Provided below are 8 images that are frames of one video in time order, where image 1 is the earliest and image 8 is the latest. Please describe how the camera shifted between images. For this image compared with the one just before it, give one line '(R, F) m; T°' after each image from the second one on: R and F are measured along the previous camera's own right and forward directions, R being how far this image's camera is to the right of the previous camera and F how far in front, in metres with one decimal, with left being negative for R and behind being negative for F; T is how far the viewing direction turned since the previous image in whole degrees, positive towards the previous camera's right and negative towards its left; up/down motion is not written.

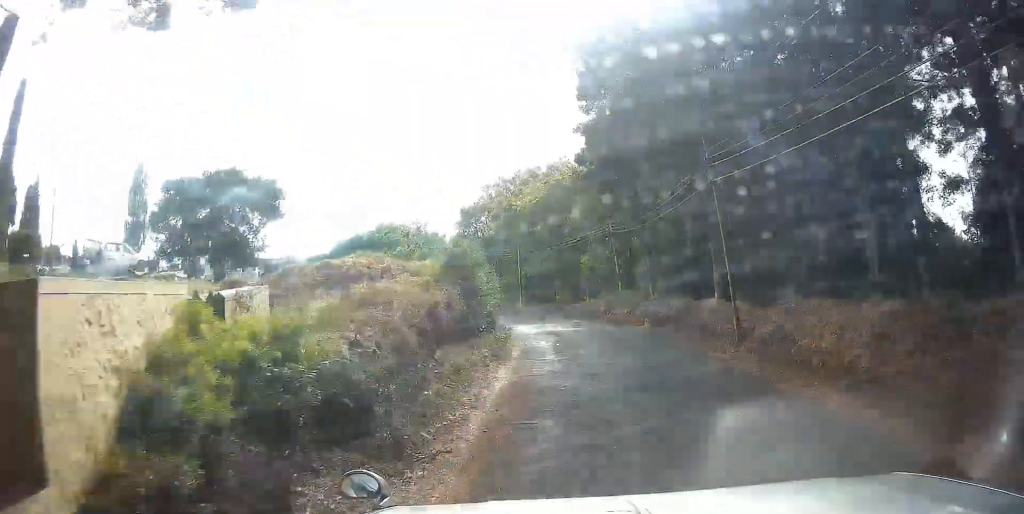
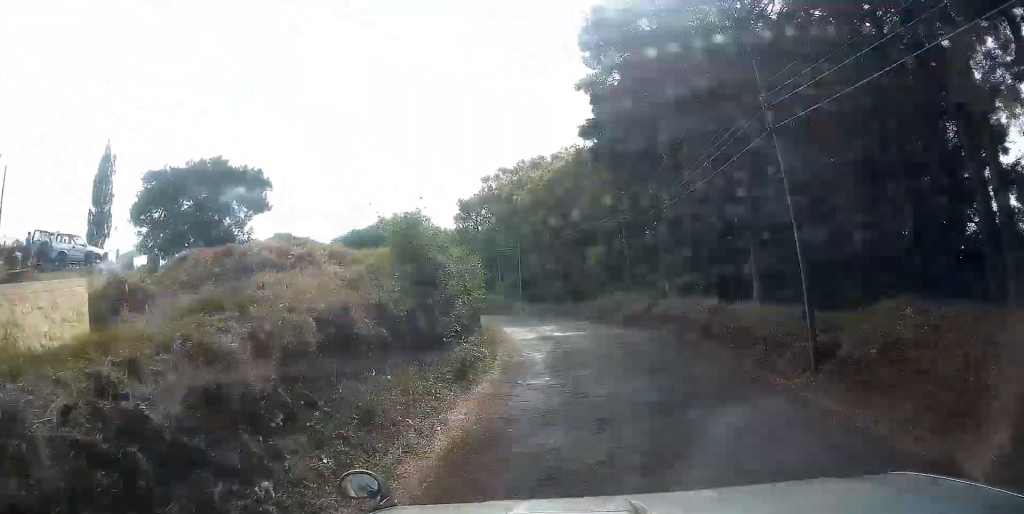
(0.0, +4.2) m; 0°
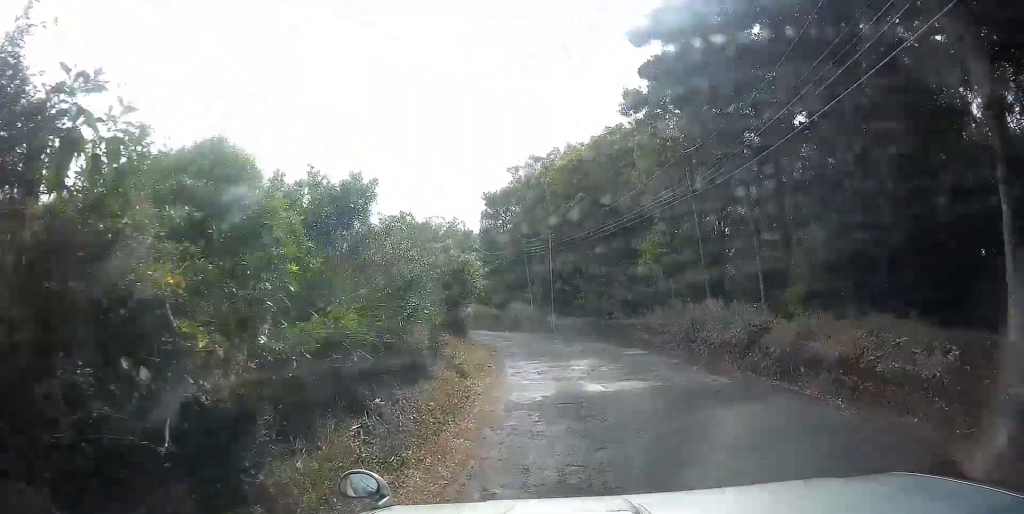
(-0.3, +9.6) m; -4°
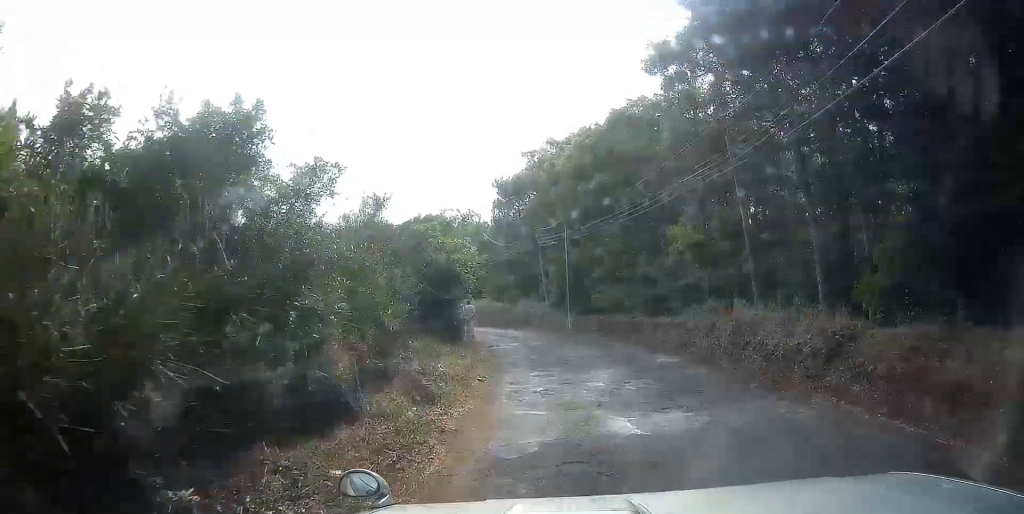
(-0.1, +3.4) m; -1°
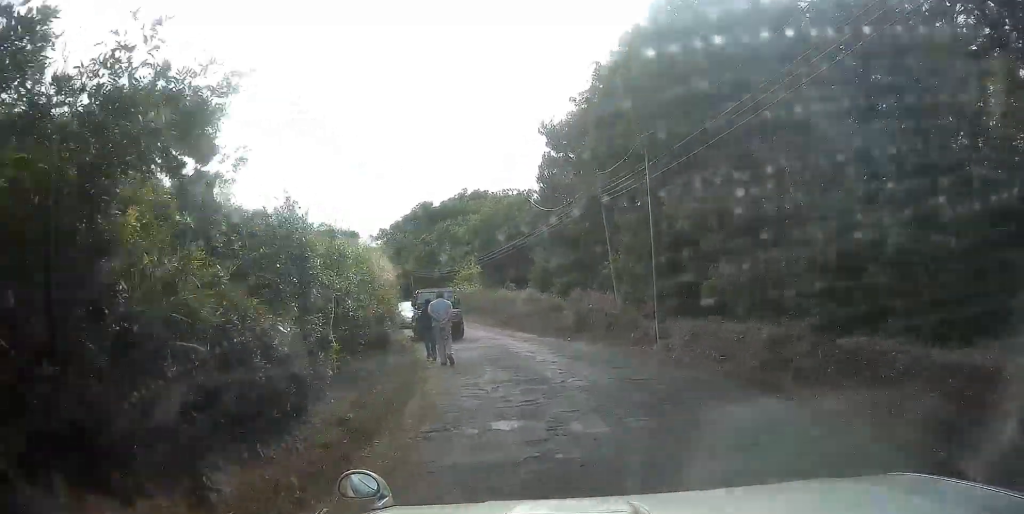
(-0.7, +13.8) m; -8°
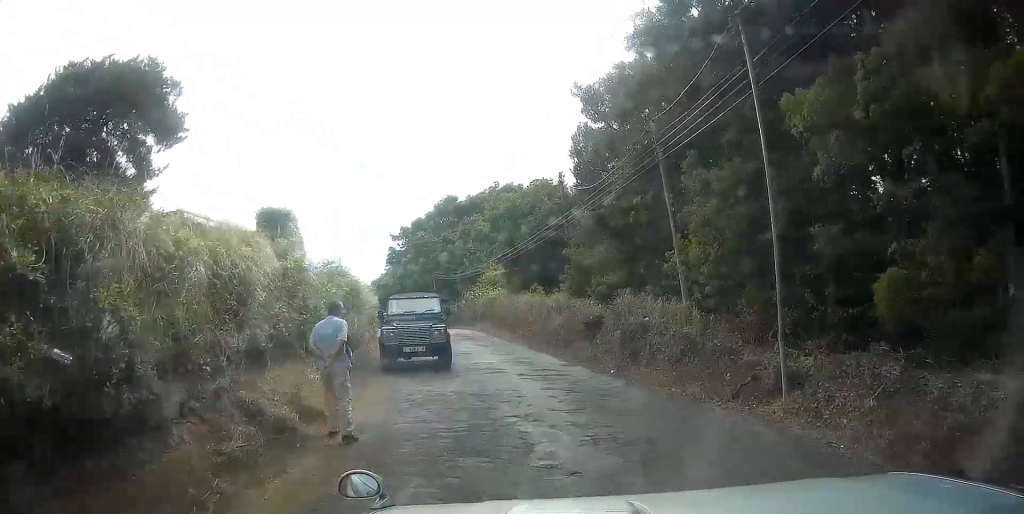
(-0.5, +7.9) m; -7°
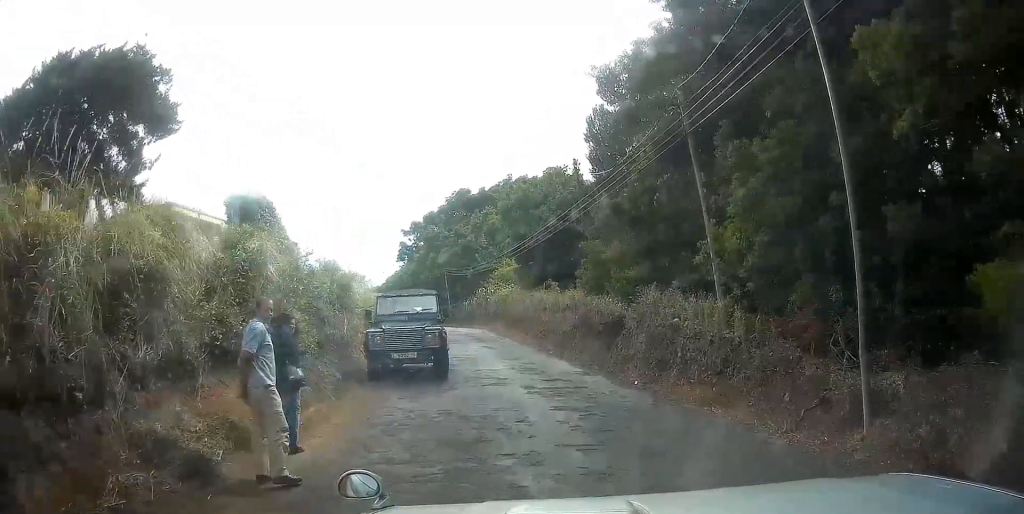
(-0.1, +1.9) m; -1°
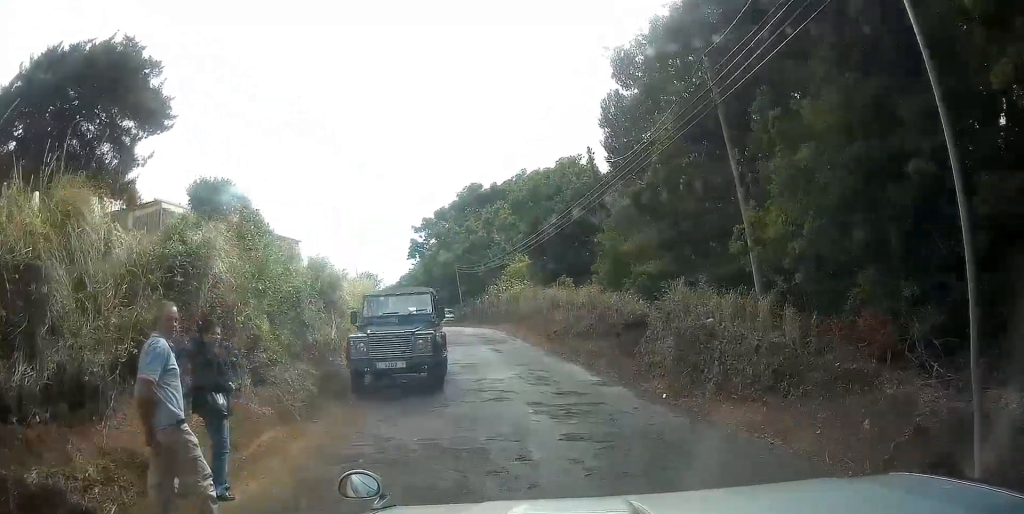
(-0.1, +1.9) m; -1°
